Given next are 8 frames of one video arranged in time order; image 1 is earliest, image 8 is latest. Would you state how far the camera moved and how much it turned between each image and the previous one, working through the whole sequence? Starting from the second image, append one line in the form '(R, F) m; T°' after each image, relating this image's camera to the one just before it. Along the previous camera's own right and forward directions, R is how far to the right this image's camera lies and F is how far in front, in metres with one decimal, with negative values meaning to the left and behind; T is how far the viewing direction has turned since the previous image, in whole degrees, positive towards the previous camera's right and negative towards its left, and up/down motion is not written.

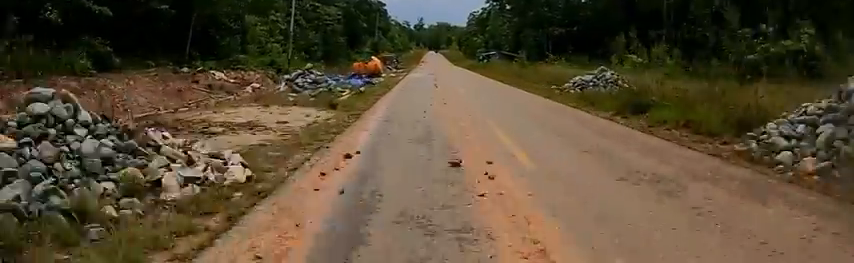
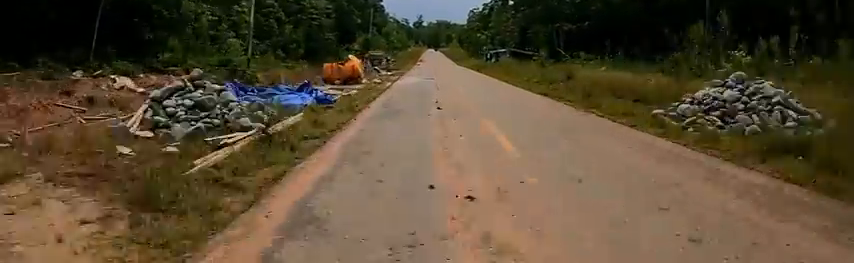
(+0.3, +7.8) m; +2°
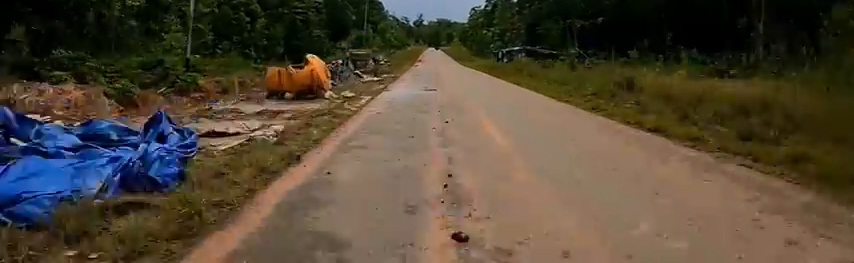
(0.0, +7.3) m; -2°
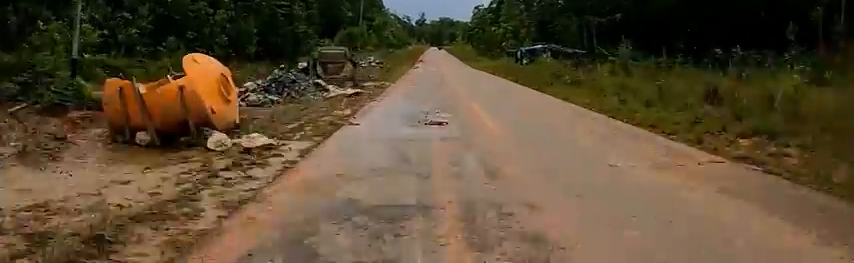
(+0.2, +7.3) m; -2°
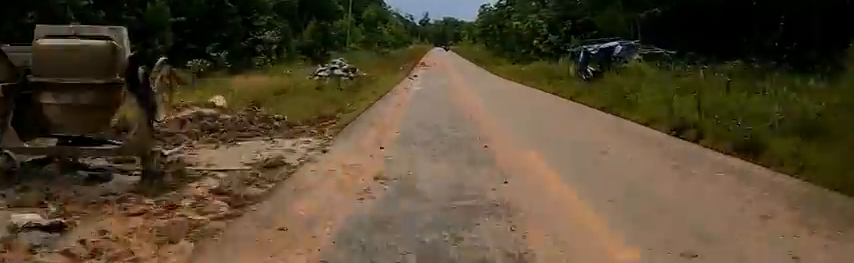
(-0.8, +13.1) m; -3°
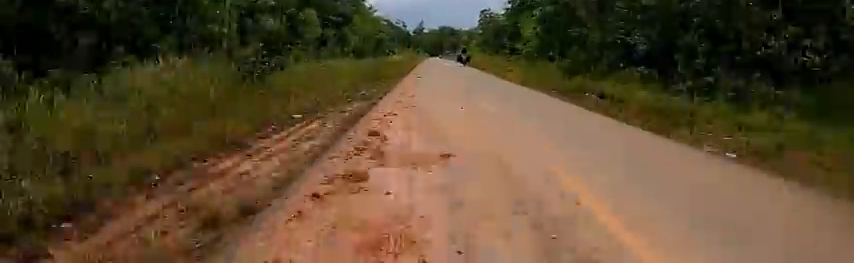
(-0.2, +32.3) m; 0°
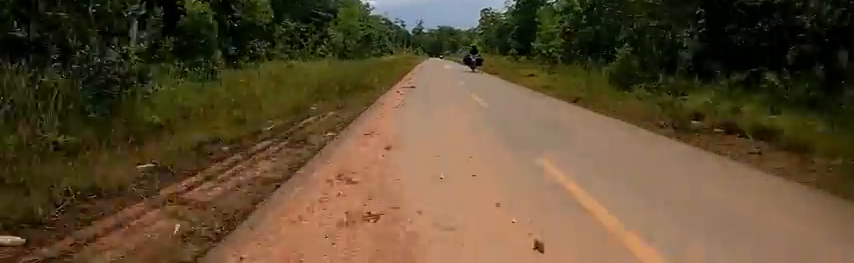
(+0.1, +7.1) m; 0°
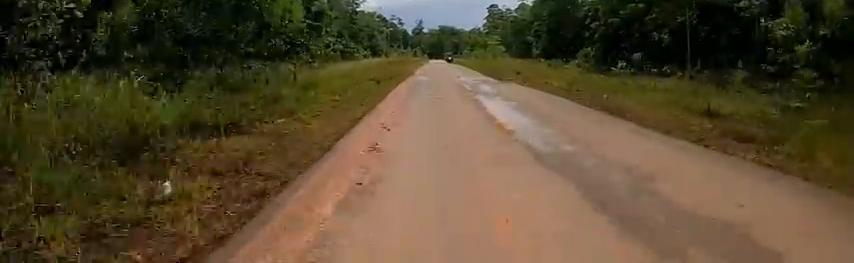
(+0.2, +26.6) m; 0°
